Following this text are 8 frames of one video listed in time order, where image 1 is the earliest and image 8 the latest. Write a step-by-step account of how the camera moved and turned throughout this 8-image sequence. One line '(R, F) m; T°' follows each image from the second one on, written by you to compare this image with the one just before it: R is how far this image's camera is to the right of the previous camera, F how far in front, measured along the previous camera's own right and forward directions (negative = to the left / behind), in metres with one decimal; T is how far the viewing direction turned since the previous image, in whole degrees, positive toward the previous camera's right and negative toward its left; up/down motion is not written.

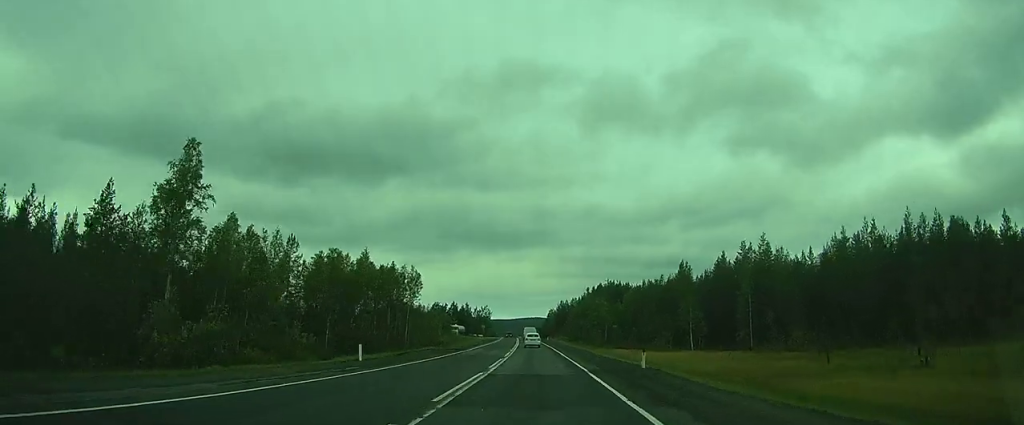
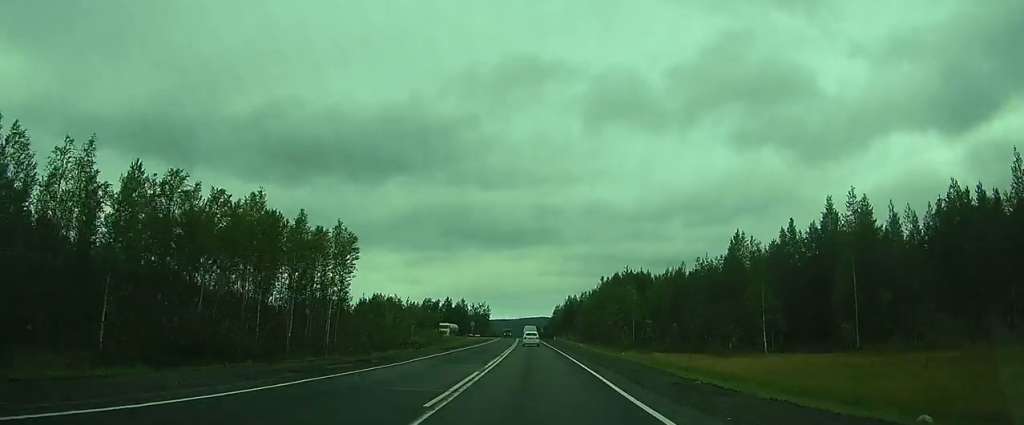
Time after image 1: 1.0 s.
(-0.2, +24.7) m; -1°
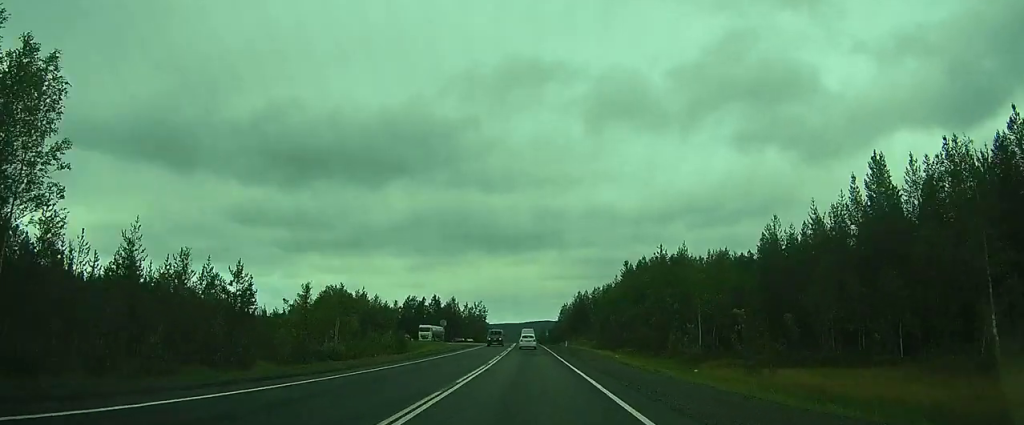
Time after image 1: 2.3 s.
(-0.1, +29.7) m; 0°
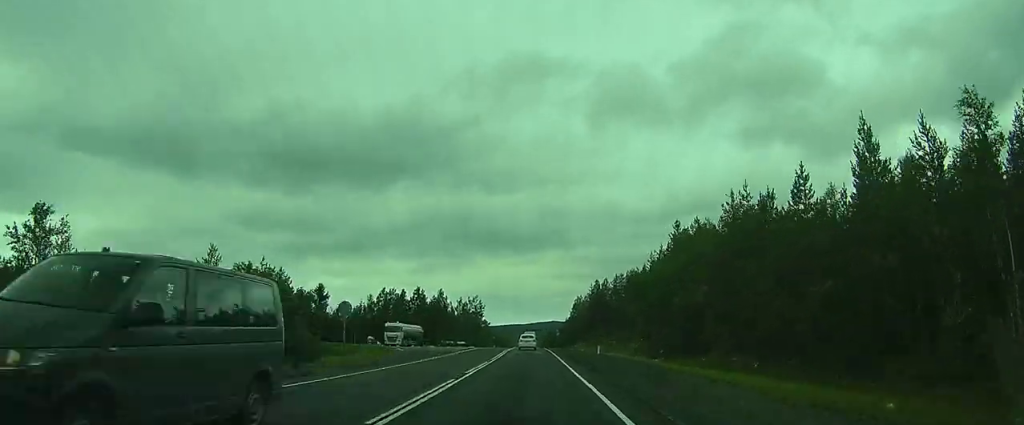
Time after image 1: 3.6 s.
(0.0, +31.4) m; -1°
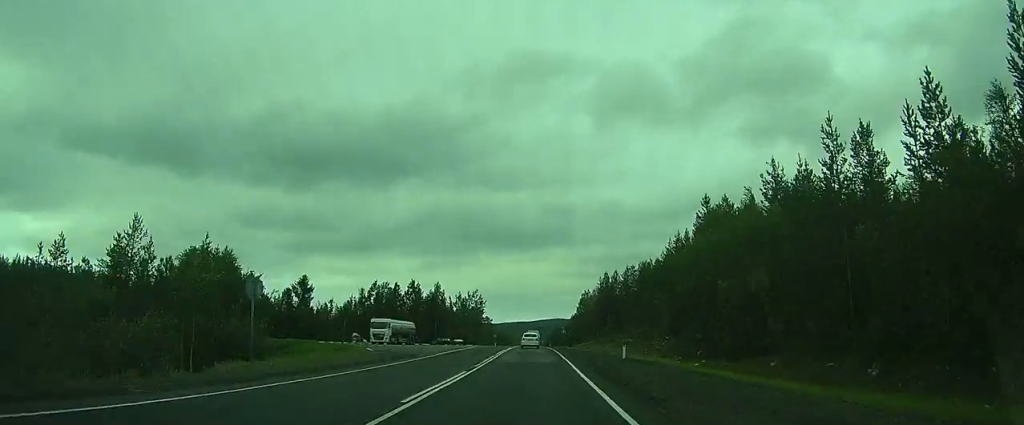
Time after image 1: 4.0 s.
(-0.2, +9.6) m; -1°
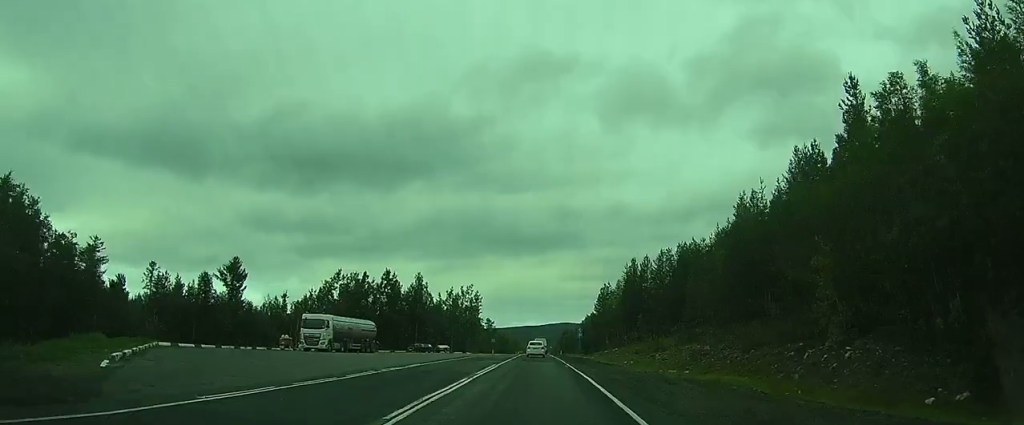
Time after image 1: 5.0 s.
(-0.5, +25.7) m; -2°
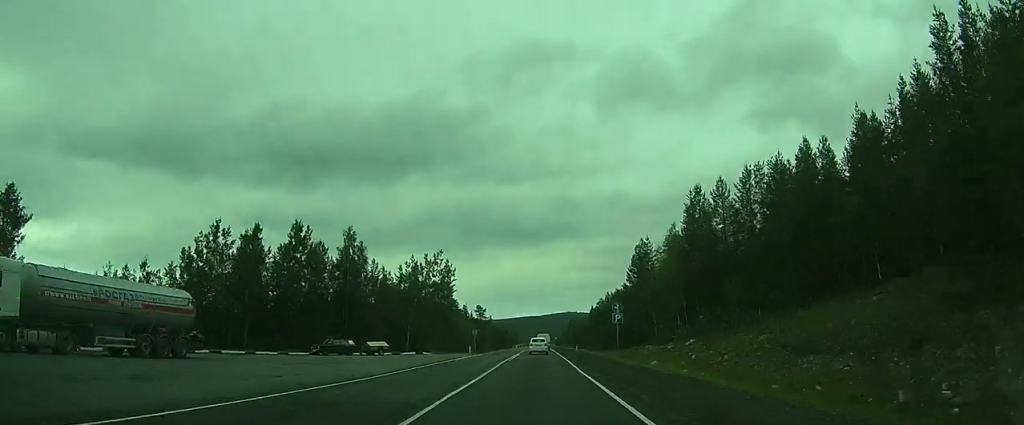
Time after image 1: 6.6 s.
(-0.3, +37.0) m; -1°
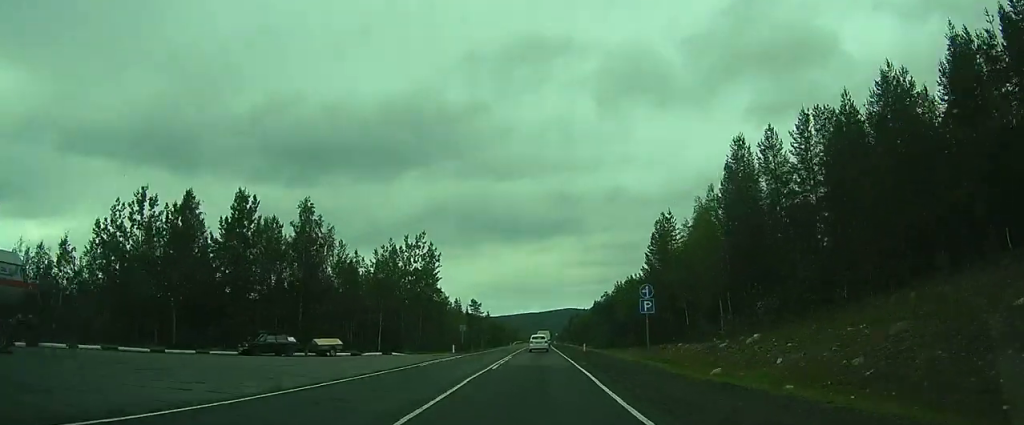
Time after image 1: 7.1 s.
(0.0, +12.1) m; 0°
